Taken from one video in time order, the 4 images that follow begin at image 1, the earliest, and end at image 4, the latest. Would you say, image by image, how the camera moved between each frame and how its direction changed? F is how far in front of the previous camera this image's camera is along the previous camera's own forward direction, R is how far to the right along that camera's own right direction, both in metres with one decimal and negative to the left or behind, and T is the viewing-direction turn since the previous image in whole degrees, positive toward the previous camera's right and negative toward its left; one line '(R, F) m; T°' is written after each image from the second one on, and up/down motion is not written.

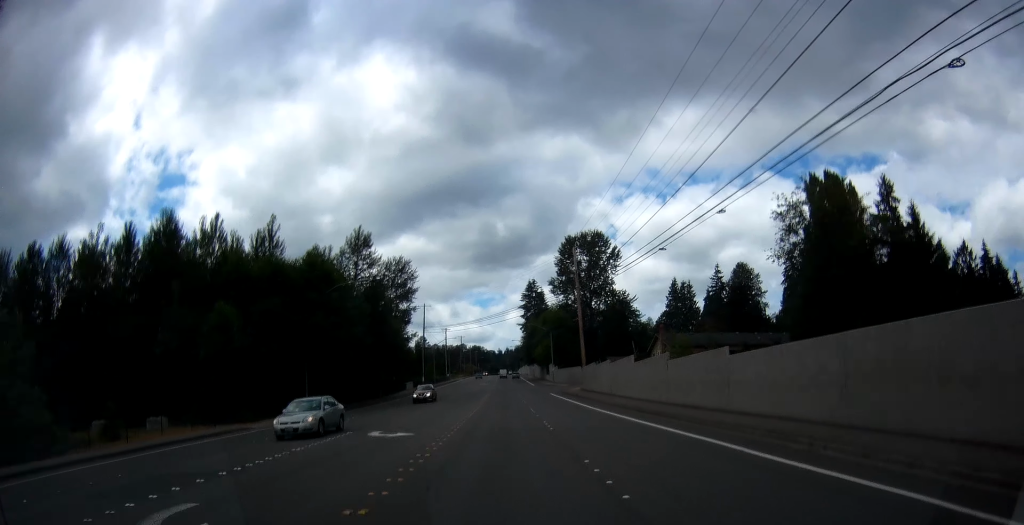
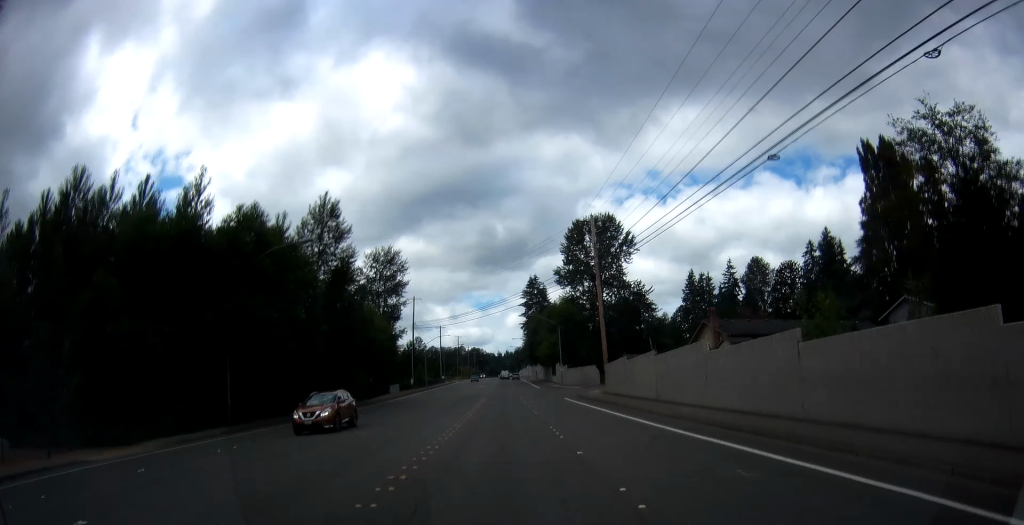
(0.0, +15.6) m; 0°
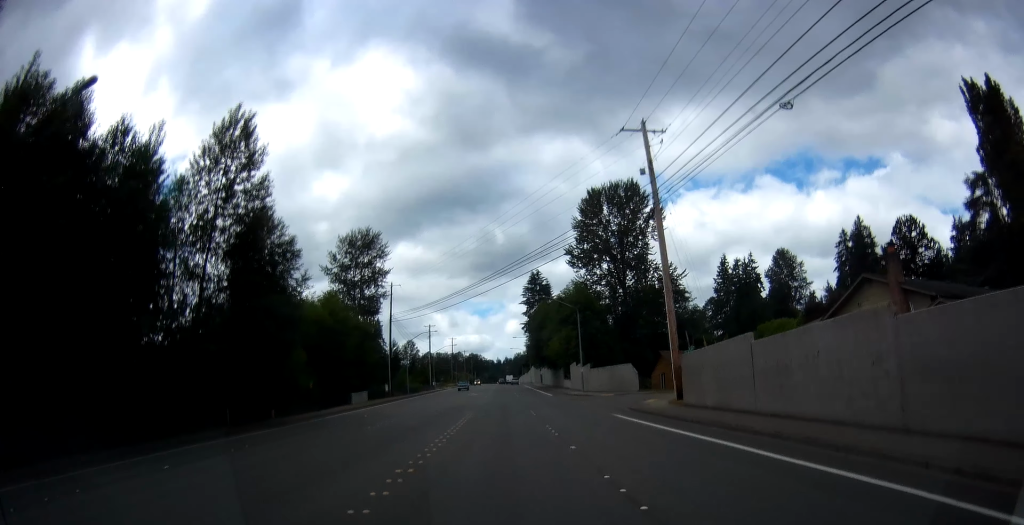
(-0.3, +23.7) m; -2°
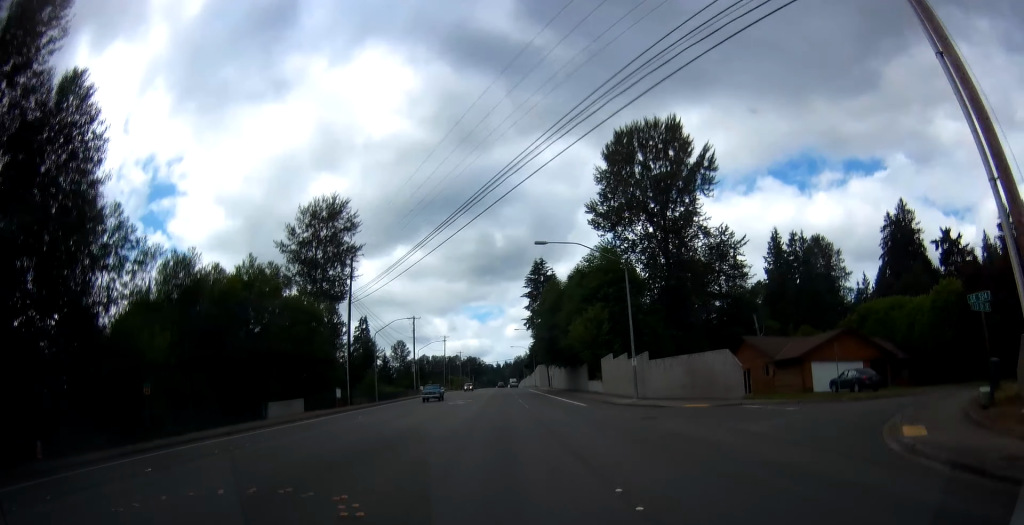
(-0.1, +26.3) m; +1°
